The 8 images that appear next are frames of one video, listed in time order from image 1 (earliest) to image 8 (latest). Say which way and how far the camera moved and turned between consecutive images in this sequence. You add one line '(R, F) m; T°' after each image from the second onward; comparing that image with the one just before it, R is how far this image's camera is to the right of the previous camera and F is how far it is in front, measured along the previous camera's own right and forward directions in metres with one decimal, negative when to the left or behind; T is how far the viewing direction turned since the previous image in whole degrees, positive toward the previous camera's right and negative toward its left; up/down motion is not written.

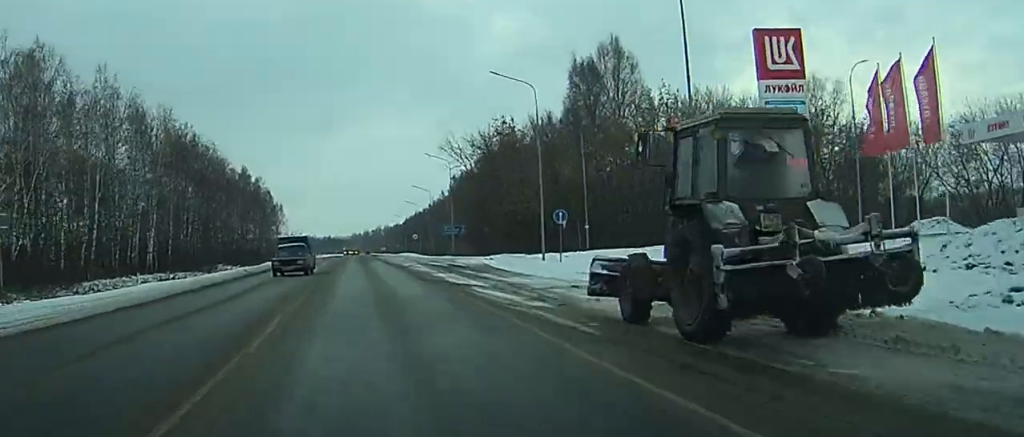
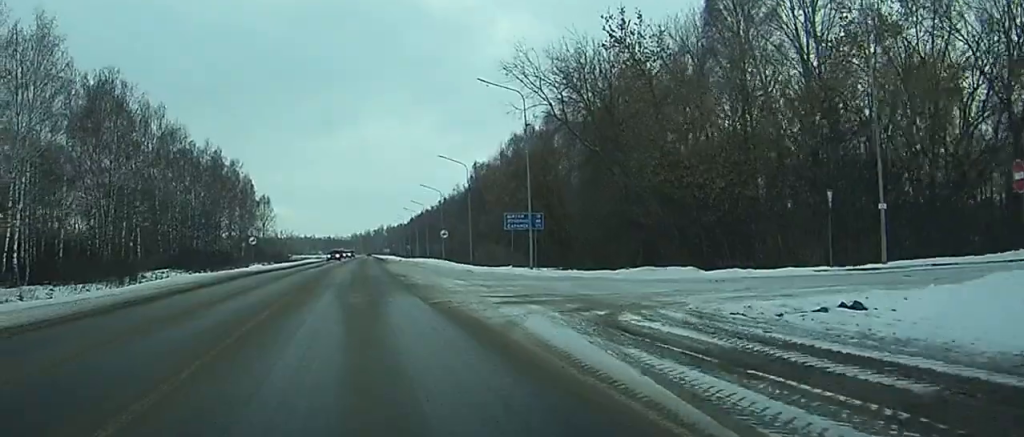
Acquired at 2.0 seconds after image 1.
(+0.3, +42.4) m; +1°
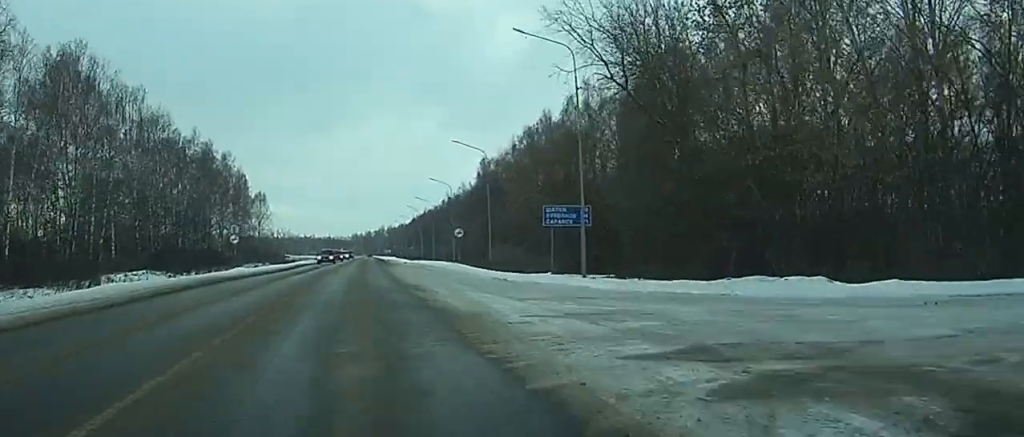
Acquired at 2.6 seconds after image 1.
(0.0, +12.0) m; 0°
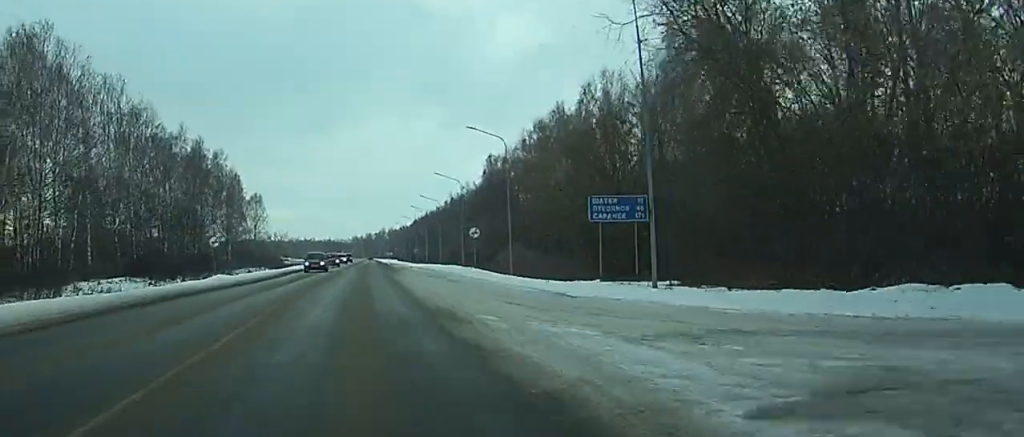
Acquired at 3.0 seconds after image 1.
(0.0, +9.2) m; 0°
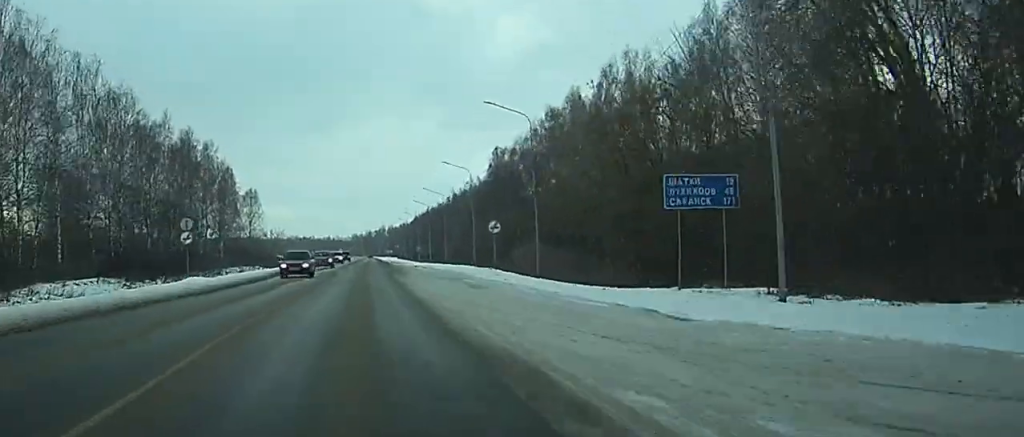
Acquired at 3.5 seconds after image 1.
(0.0, +9.3) m; 0°
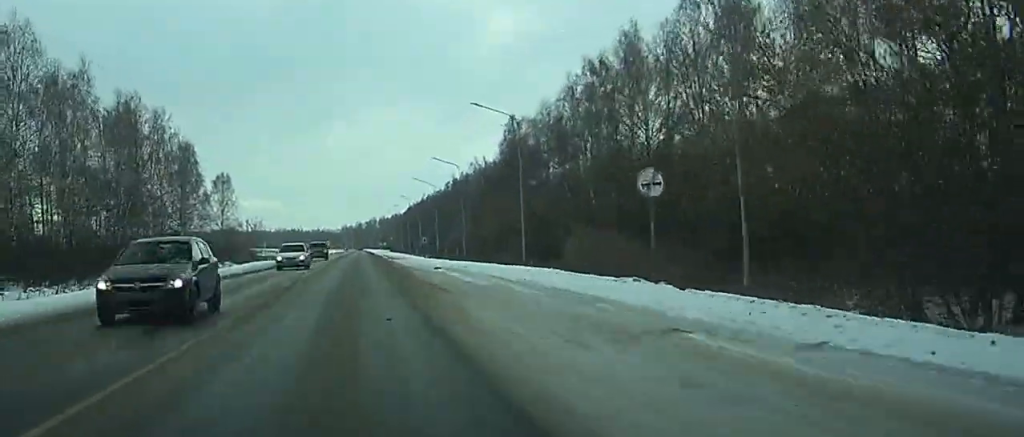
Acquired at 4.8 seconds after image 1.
(0.0, +28.5) m; -1°
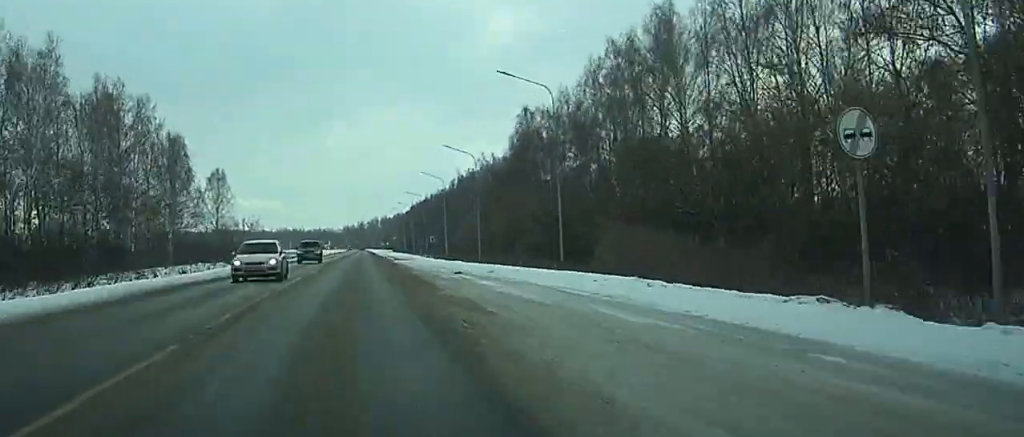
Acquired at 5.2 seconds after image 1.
(-0.1, +9.1) m; 0°
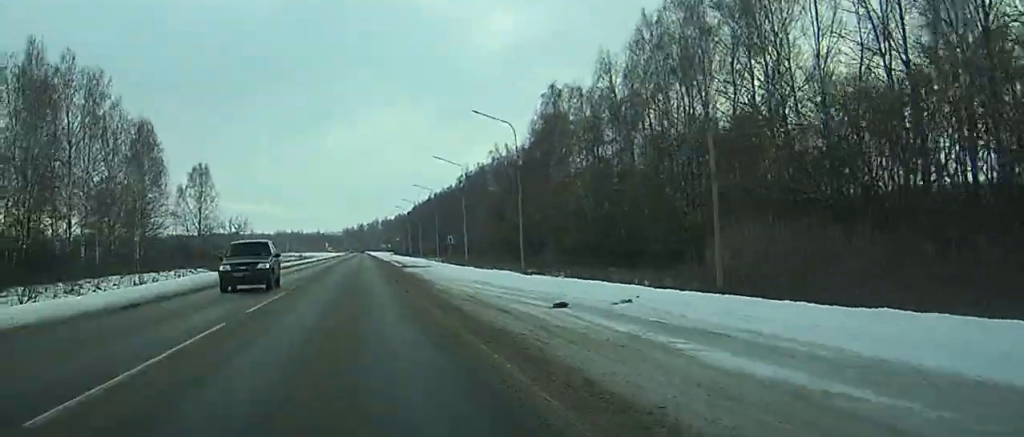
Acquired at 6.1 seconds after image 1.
(-0.1, +18.2) m; 0°
